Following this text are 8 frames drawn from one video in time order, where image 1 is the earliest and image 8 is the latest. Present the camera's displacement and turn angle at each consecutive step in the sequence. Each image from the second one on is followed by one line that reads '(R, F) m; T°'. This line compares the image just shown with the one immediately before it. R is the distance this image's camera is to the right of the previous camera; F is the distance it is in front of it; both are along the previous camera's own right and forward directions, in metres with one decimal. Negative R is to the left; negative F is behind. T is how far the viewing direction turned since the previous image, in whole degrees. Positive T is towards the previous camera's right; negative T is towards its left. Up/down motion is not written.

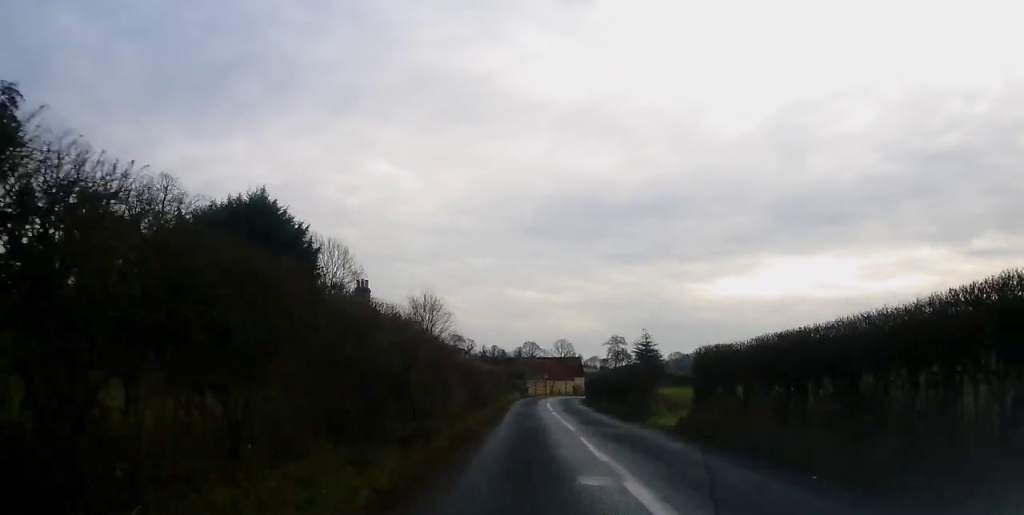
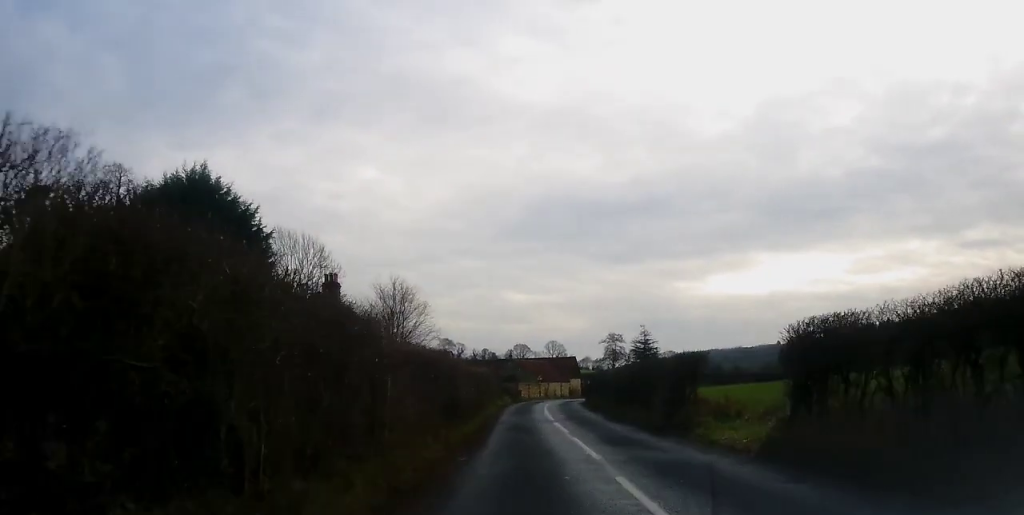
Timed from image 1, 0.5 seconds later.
(0.0, +7.8) m; 0°
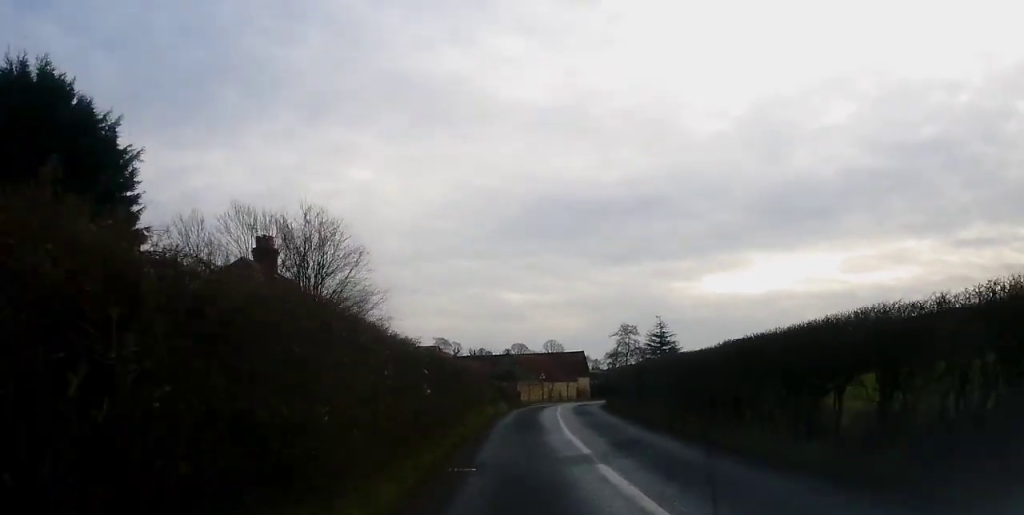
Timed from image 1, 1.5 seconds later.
(0.0, +15.5) m; +1°
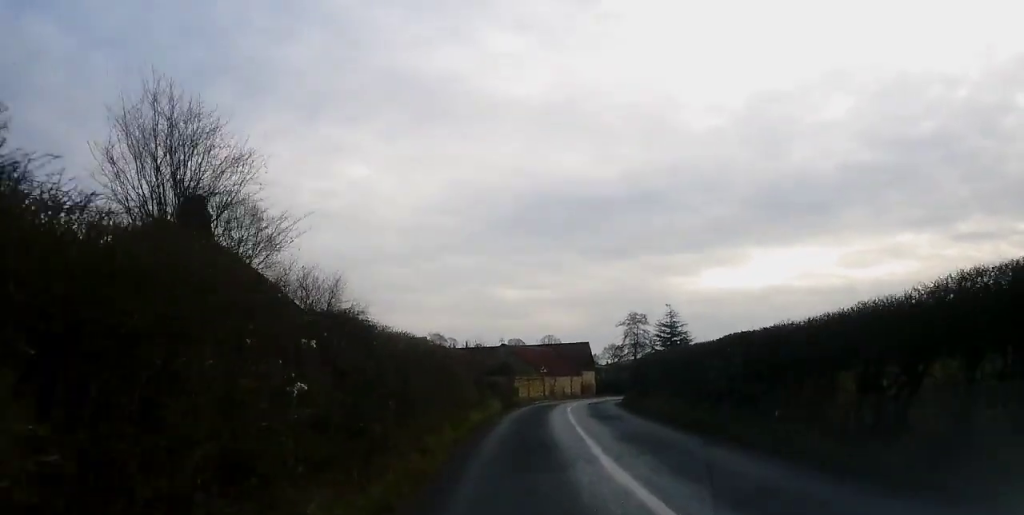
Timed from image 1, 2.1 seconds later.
(+0.1, +9.3) m; +1°
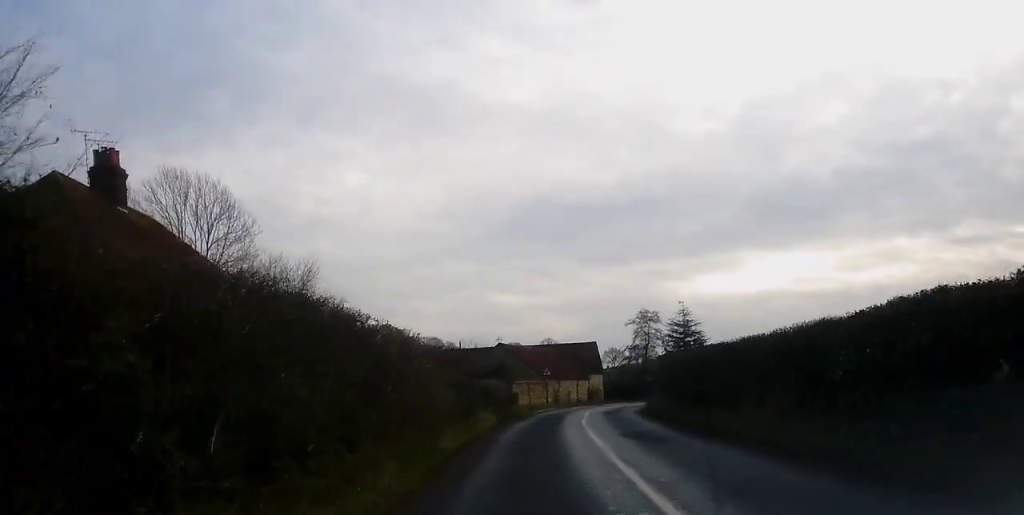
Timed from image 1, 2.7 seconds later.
(+0.1, +8.4) m; +1°
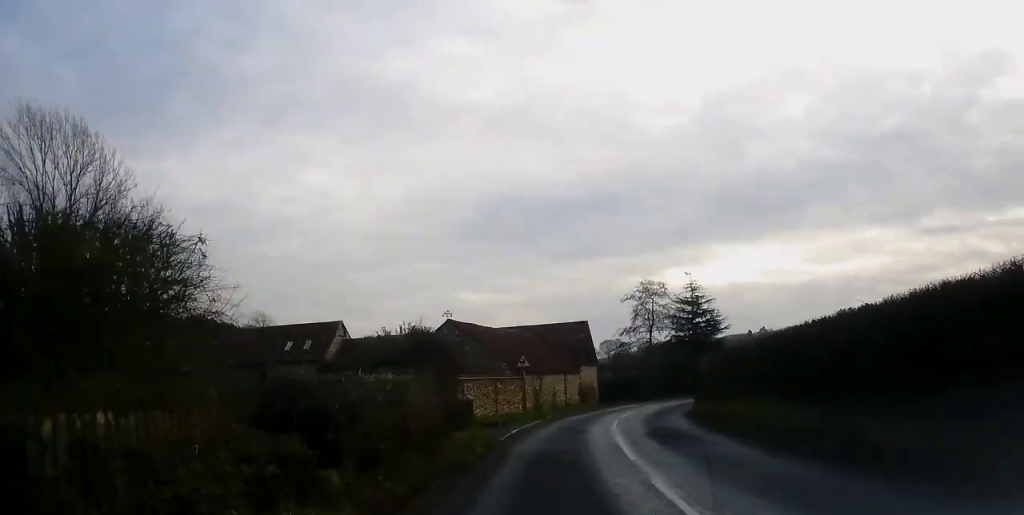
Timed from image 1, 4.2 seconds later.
(0.0, +20.0) m; +2°
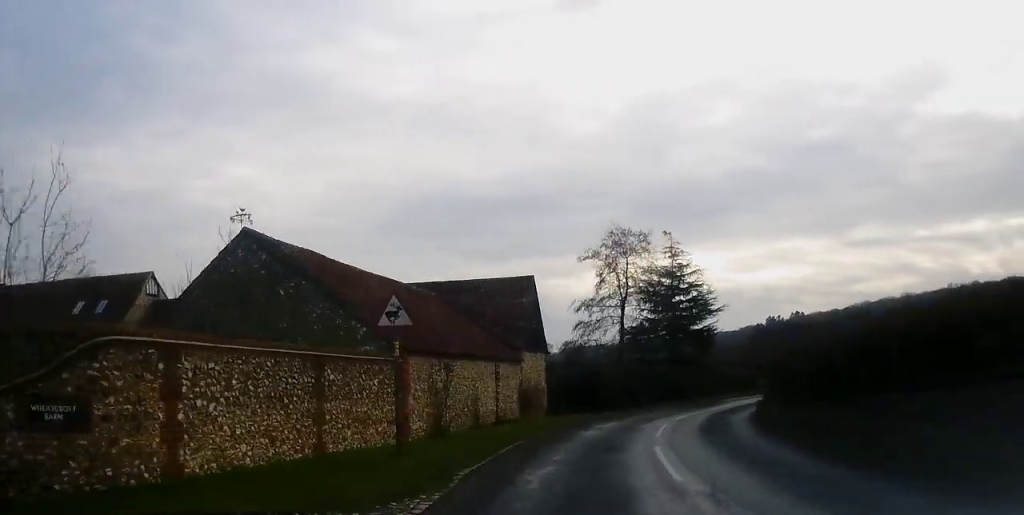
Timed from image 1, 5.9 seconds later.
(+1.1, +20.8) m; +7°
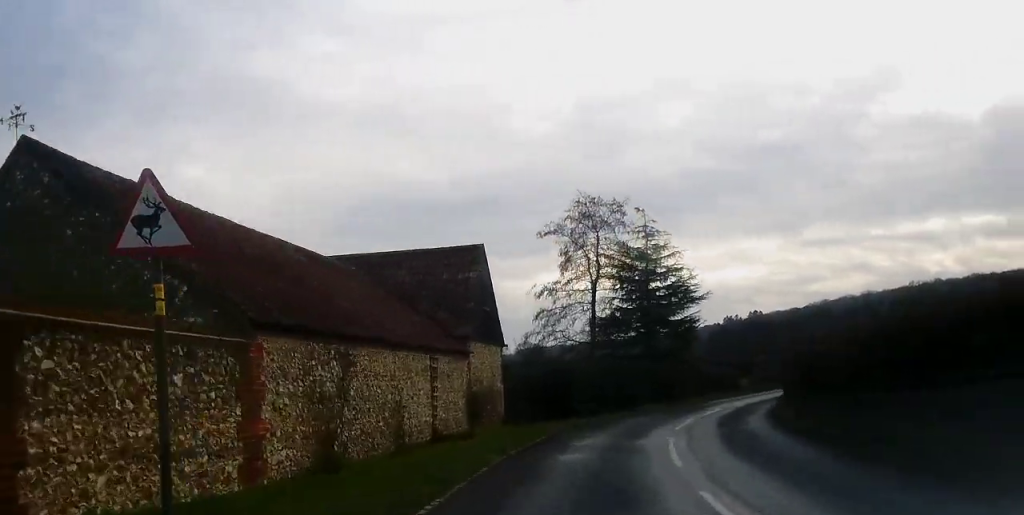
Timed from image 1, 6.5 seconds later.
(-0.1, +6.8) m; +3°
